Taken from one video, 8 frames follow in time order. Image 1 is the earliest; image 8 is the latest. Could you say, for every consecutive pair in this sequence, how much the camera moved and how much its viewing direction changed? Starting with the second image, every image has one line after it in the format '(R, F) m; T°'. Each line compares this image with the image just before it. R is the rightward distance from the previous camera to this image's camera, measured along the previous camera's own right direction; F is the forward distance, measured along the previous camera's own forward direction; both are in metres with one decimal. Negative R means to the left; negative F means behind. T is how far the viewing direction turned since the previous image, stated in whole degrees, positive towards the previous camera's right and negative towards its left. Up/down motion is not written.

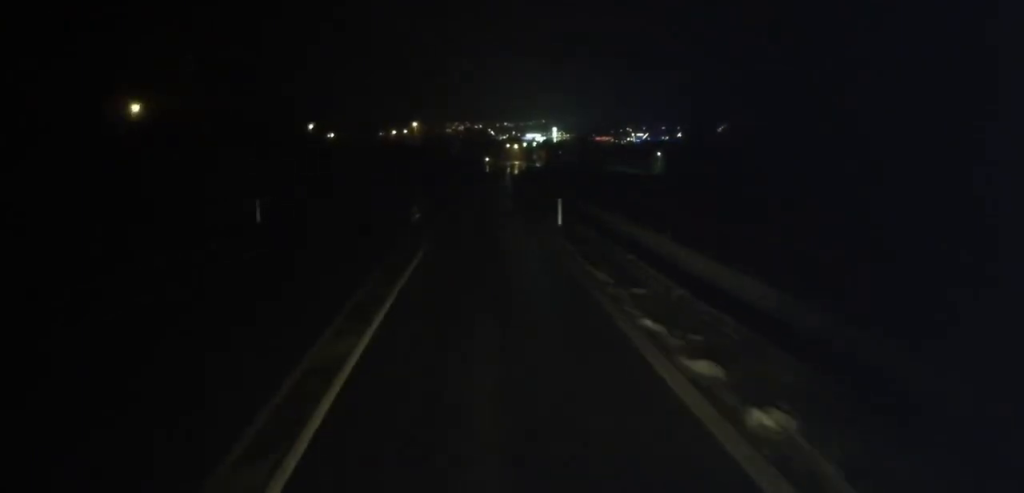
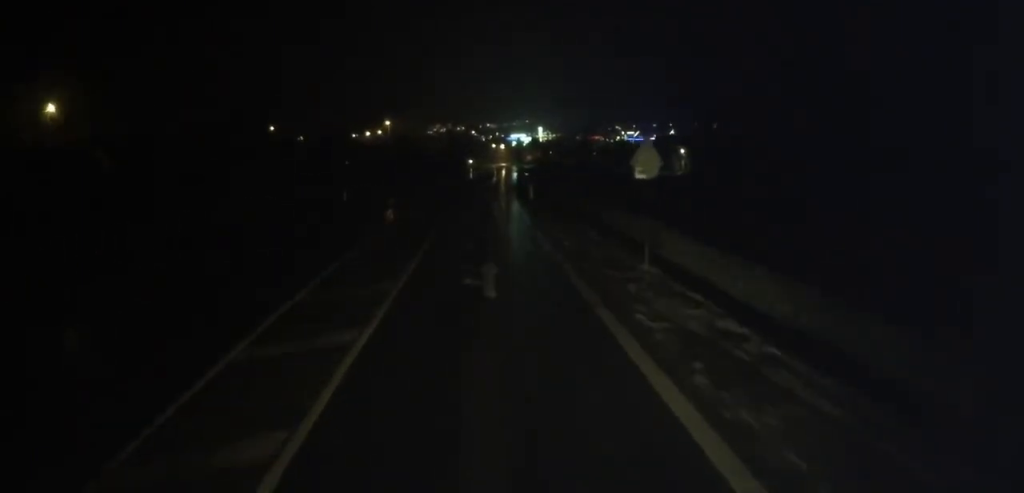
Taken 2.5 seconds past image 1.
(+1.2, +36.5) m; +3°
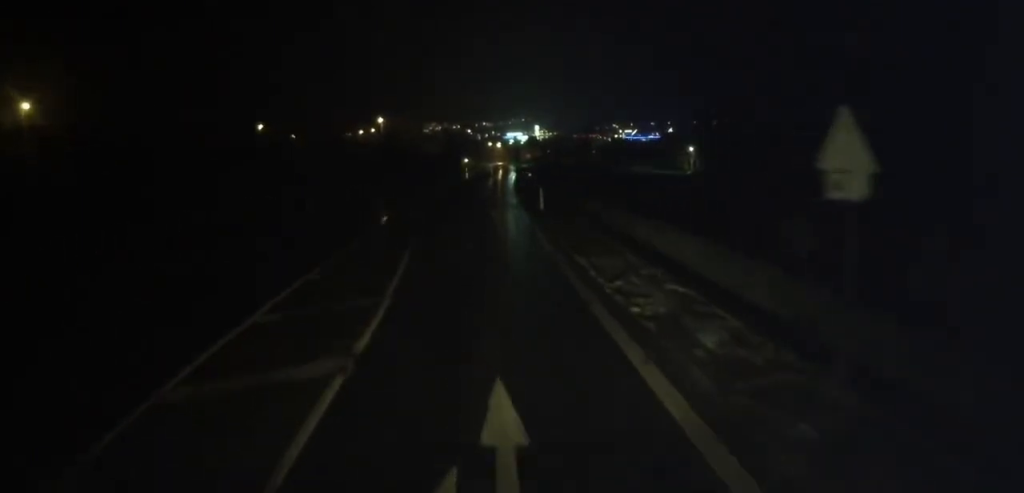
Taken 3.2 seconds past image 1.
(0.0, +9.2) m; 0°
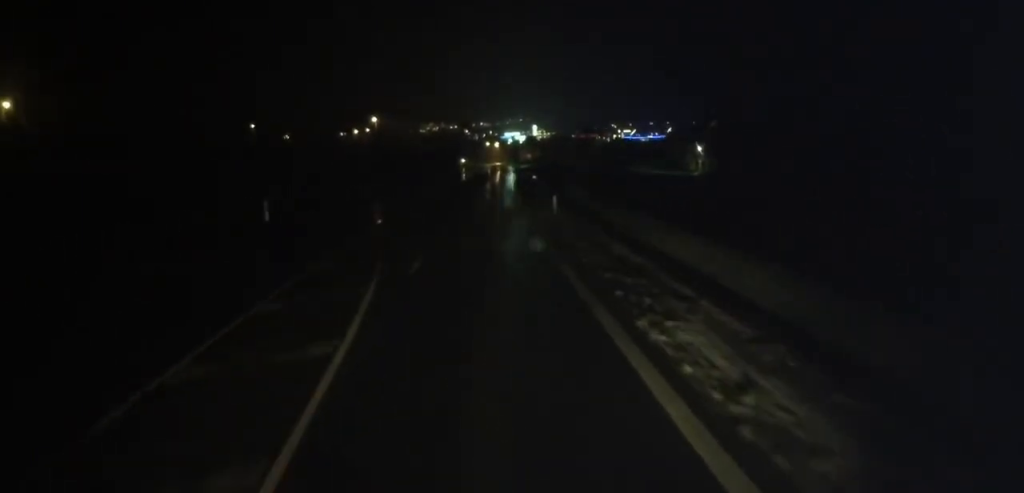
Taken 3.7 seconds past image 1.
(-0.1, +6.9) m; -1°
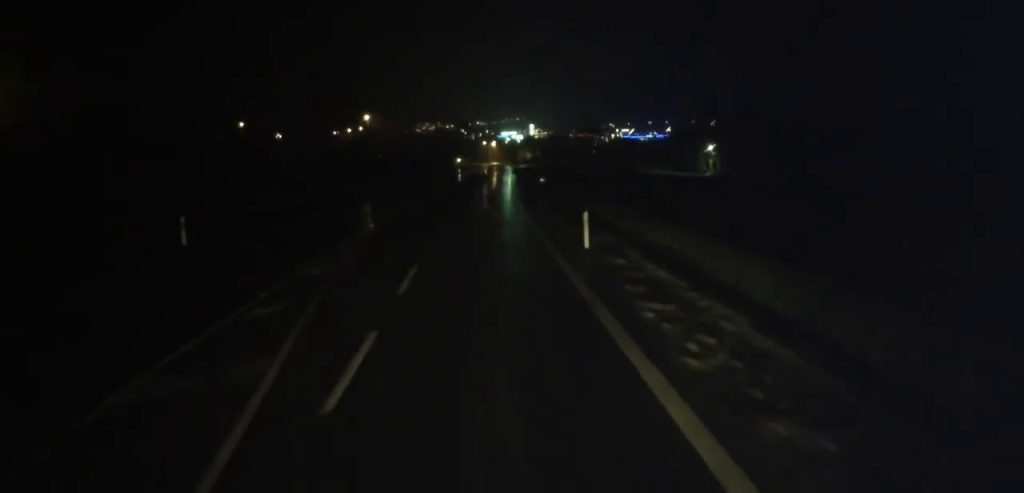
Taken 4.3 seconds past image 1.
(-0.1, +8.6) m; 0°
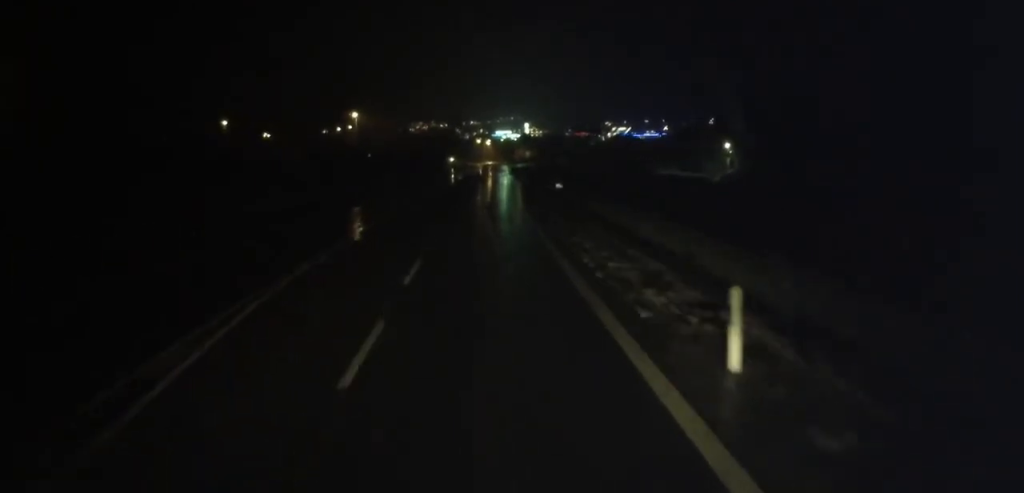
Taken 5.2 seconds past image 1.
(0.0, +11.6) m; +2°
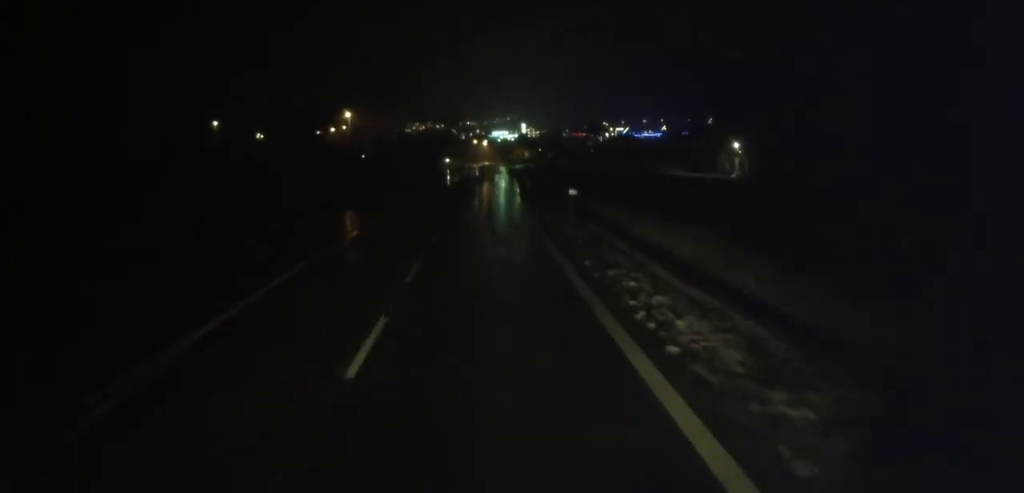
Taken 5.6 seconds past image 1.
(+0.2, +5.7) m; +1°
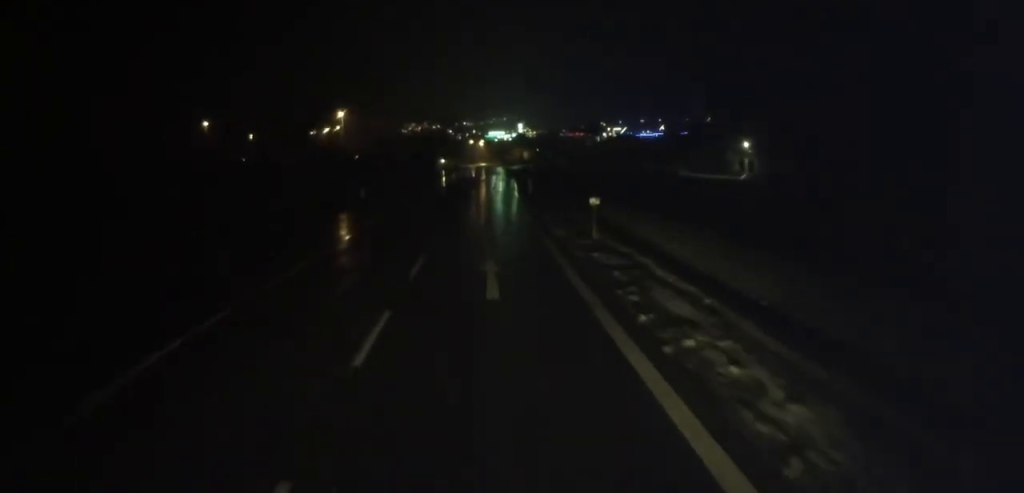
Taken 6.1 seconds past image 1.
(+0.1, +5.7) m; +1°
